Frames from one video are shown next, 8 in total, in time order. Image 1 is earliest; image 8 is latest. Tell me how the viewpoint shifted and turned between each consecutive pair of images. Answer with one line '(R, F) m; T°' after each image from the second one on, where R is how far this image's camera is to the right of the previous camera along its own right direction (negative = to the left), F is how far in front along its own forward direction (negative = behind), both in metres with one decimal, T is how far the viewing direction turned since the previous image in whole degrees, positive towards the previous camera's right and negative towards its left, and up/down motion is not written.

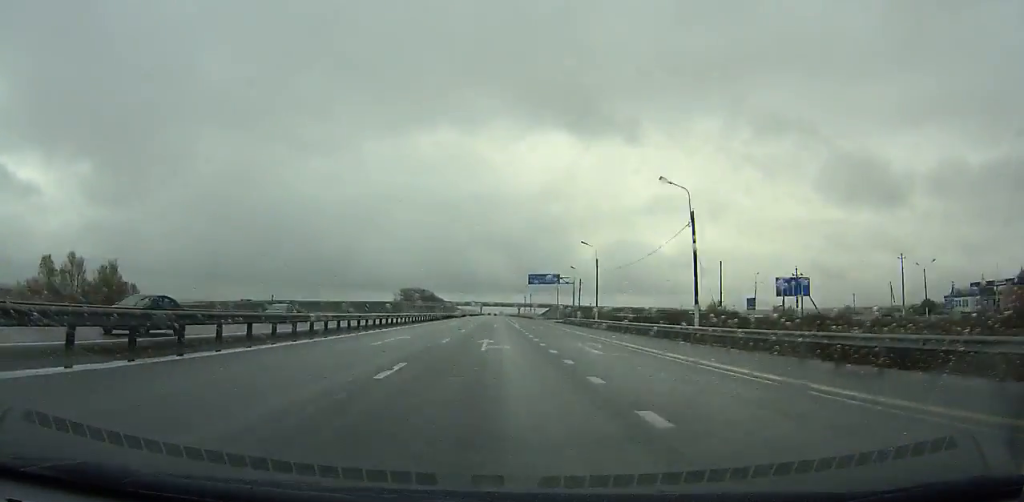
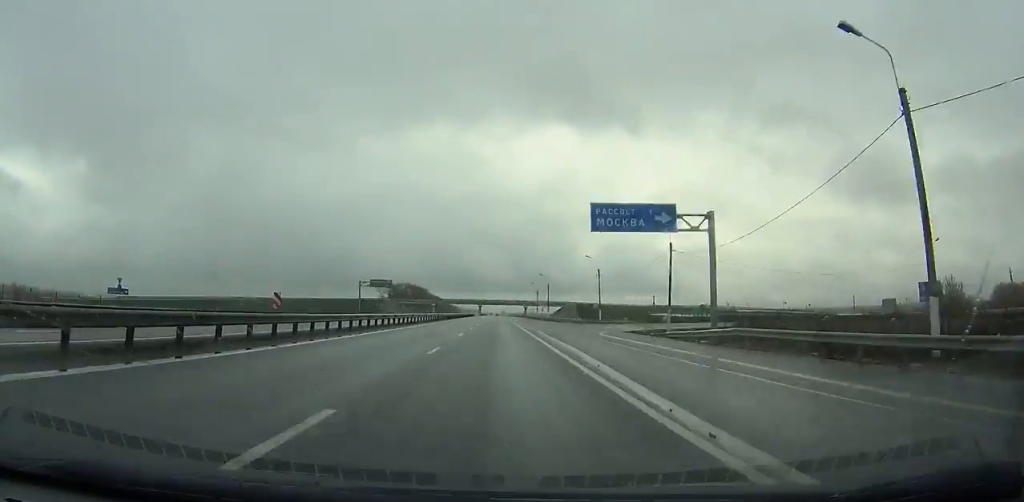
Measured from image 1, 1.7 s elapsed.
(-0.1, +54.7) m; 0°
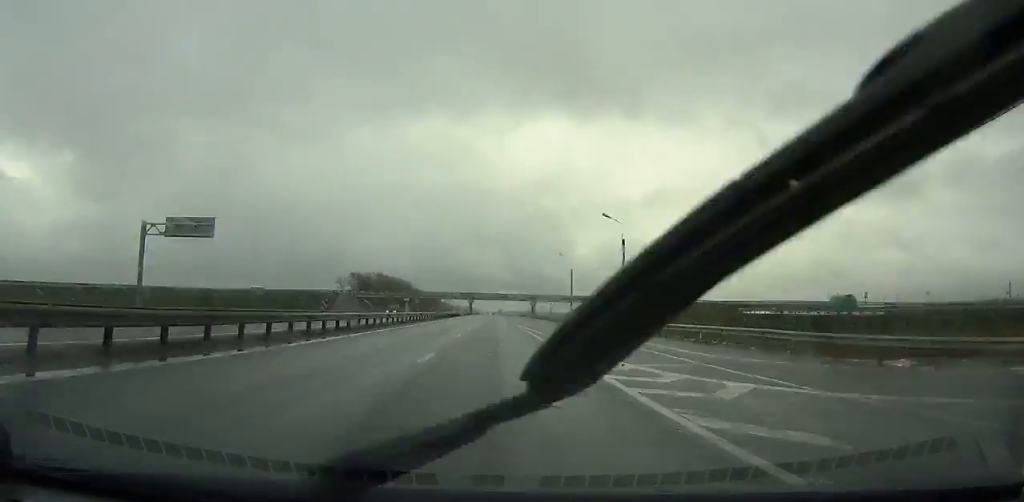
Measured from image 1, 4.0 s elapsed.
(+0.1, +74.3) m; 0°
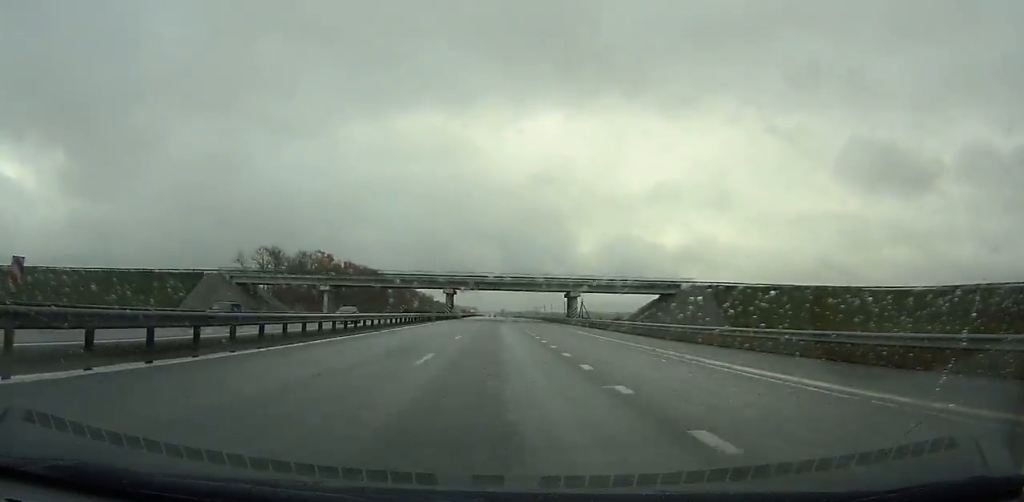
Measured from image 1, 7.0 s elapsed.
(+0.1, +96.9) m; 0°
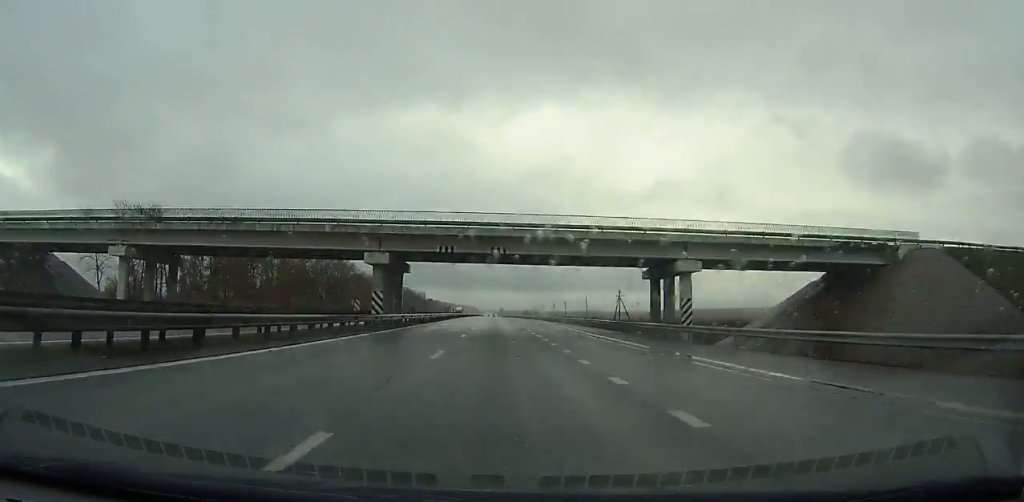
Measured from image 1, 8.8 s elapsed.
(-0.1, +58.0) m; 0°
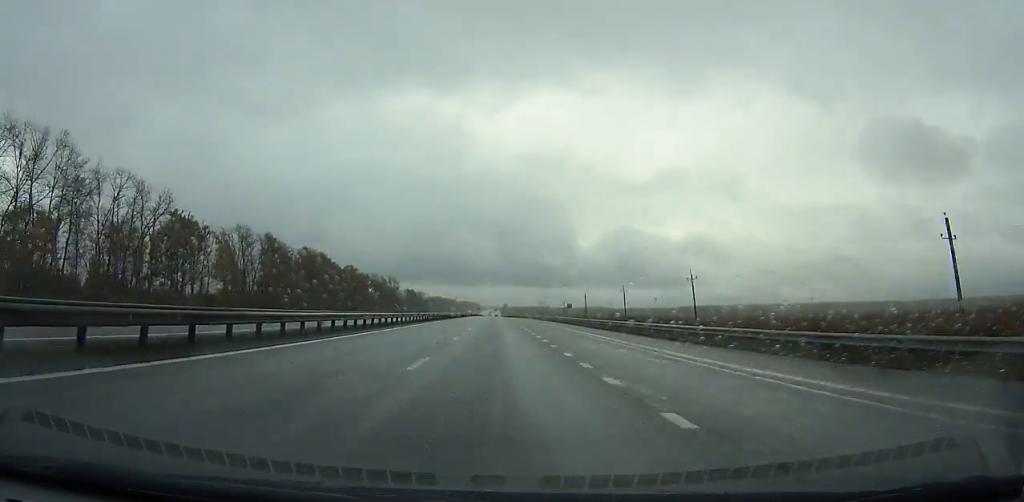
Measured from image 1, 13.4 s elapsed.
(+0.1, +146.7) m; 0°
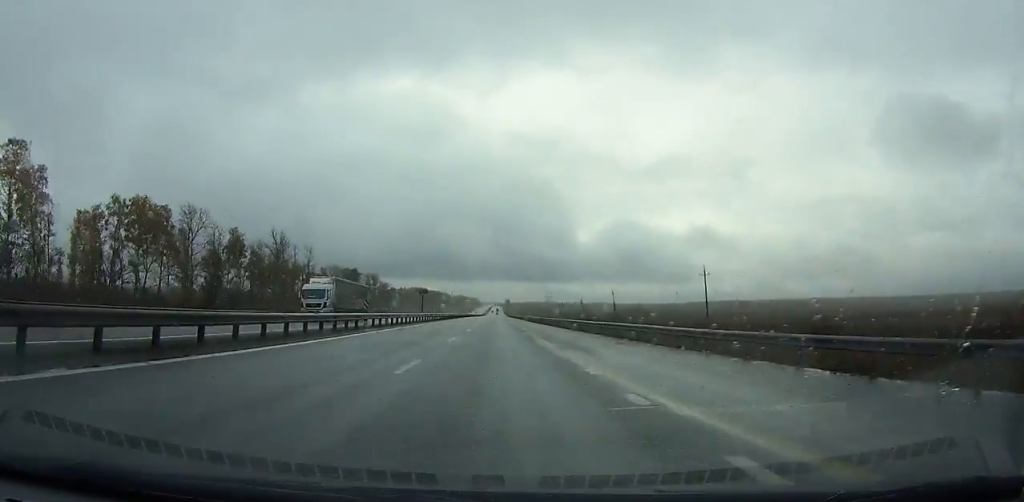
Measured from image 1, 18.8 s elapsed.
(-0.4, +169.8) m; 0°
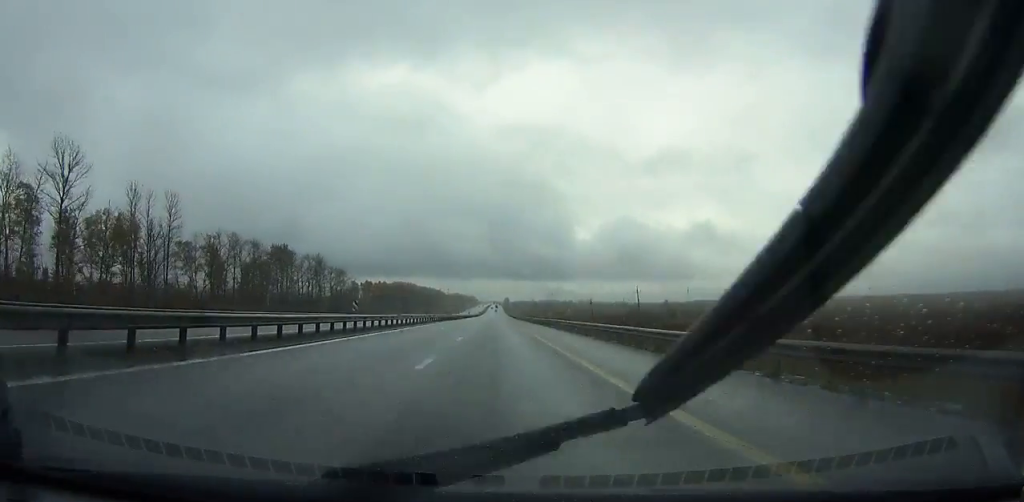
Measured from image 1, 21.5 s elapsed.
(-0.2, +84.2) m; 0°
